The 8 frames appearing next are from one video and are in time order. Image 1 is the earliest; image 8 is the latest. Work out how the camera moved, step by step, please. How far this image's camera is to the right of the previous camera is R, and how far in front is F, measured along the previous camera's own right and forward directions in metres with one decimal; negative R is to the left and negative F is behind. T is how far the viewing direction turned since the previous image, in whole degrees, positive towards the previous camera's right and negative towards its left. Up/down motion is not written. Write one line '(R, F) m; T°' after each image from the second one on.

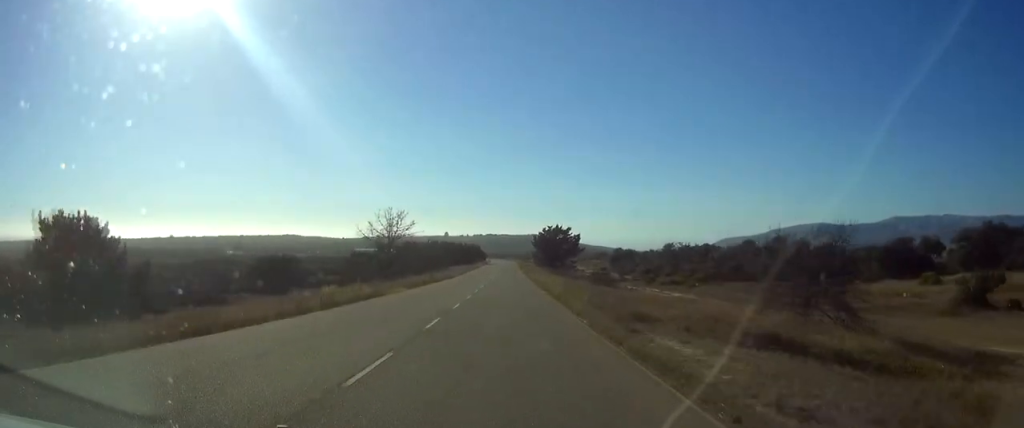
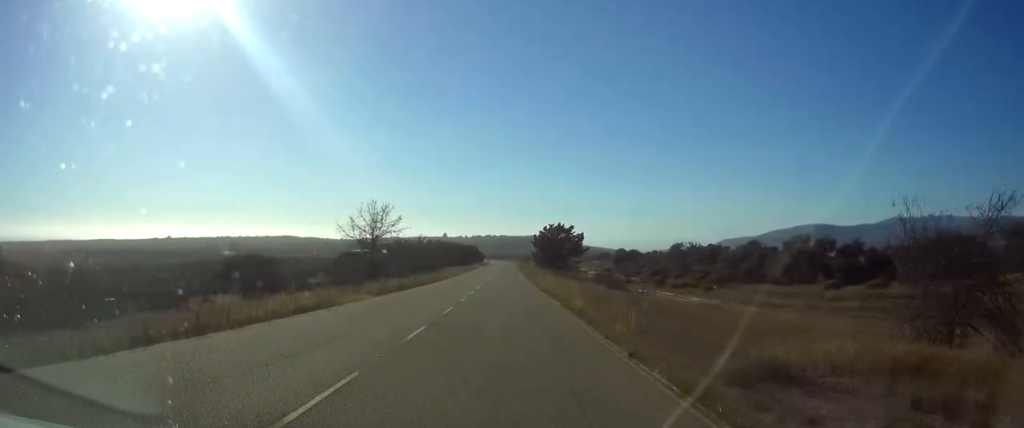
(0.0, +9.4) m; 0°
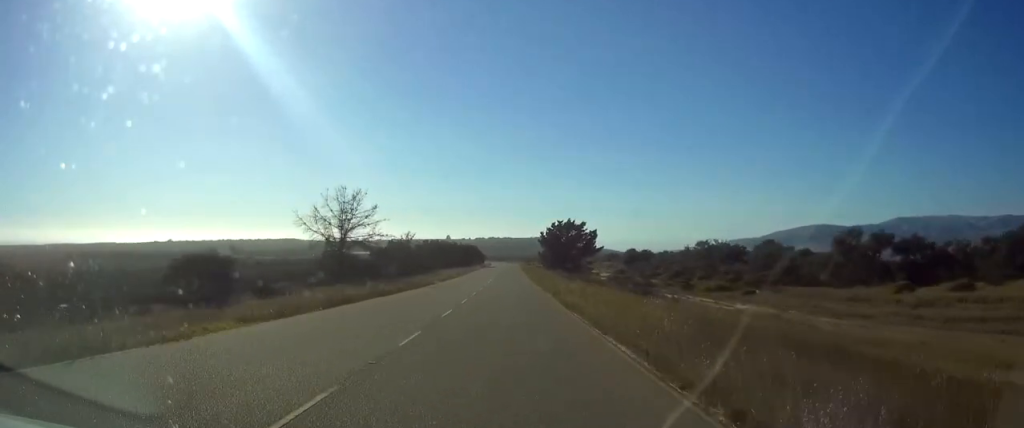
(+0.1, +15.8) m; +1°
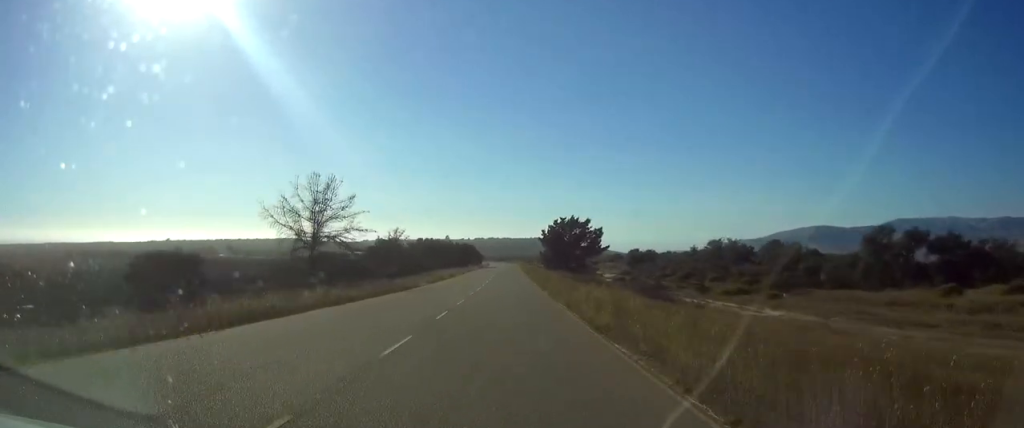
(+0.1, +8.6) m; 0°
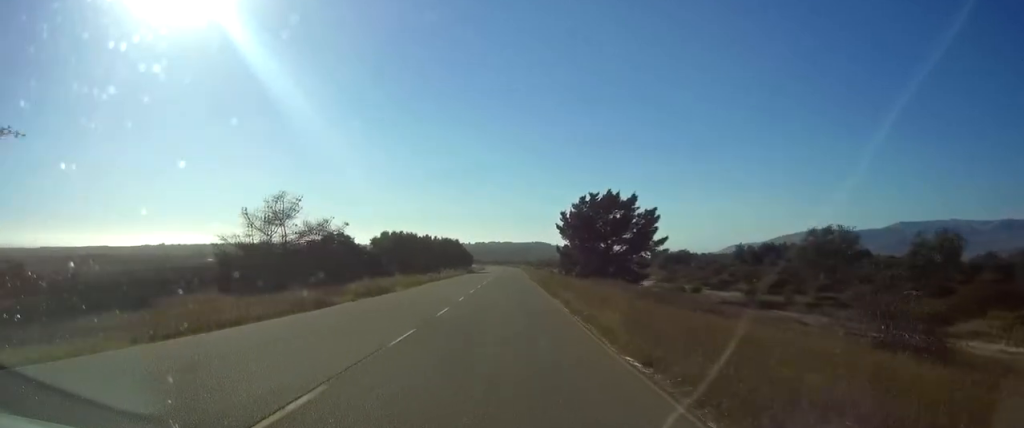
(-0.1, +42.1) m; 0°
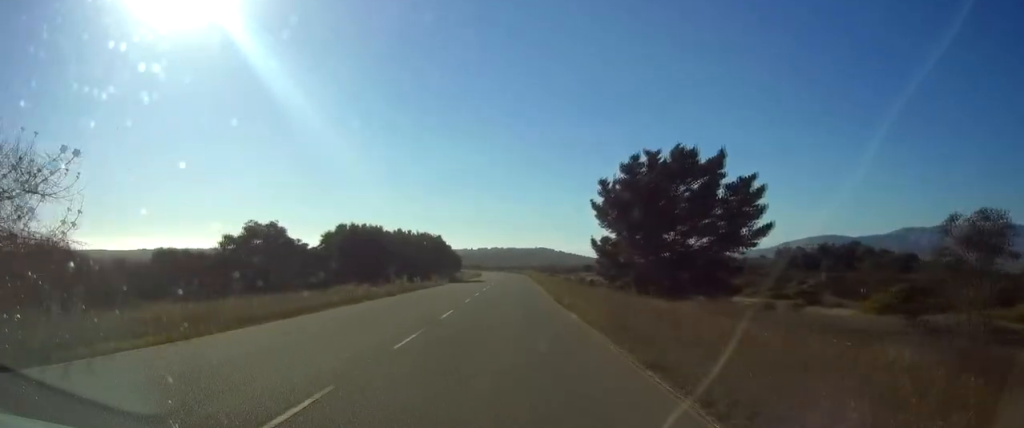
(-0.2, +29.5) m; 0°
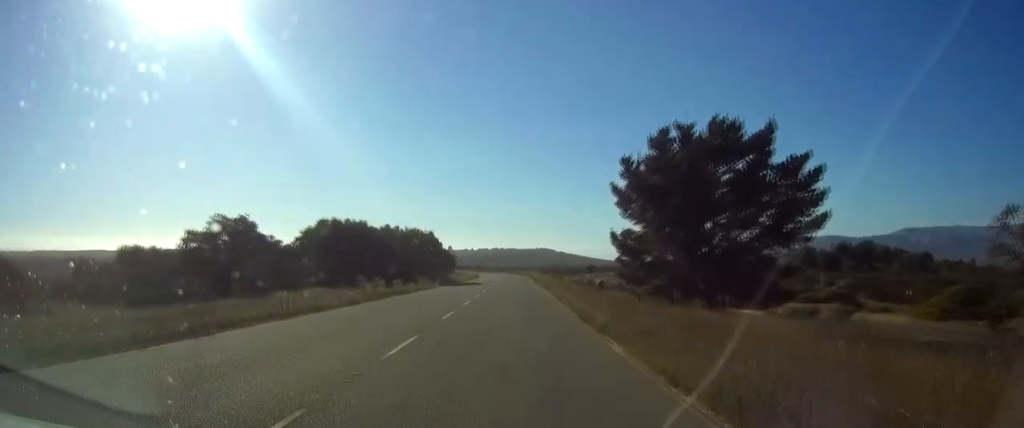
(0.0, +8.2) m; +1°
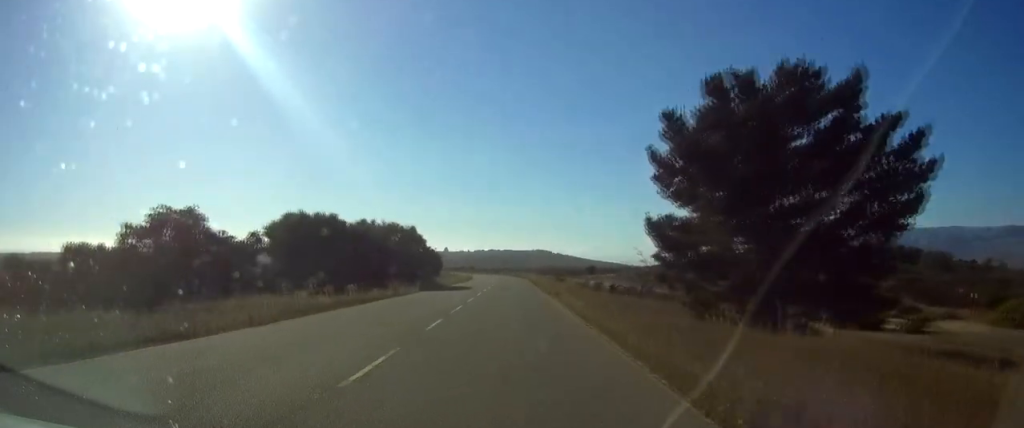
(0.0, +10.0) m; +1°
